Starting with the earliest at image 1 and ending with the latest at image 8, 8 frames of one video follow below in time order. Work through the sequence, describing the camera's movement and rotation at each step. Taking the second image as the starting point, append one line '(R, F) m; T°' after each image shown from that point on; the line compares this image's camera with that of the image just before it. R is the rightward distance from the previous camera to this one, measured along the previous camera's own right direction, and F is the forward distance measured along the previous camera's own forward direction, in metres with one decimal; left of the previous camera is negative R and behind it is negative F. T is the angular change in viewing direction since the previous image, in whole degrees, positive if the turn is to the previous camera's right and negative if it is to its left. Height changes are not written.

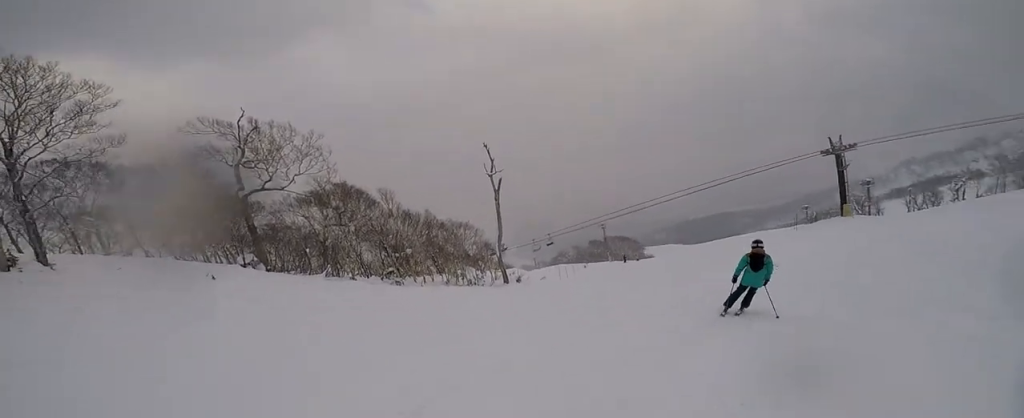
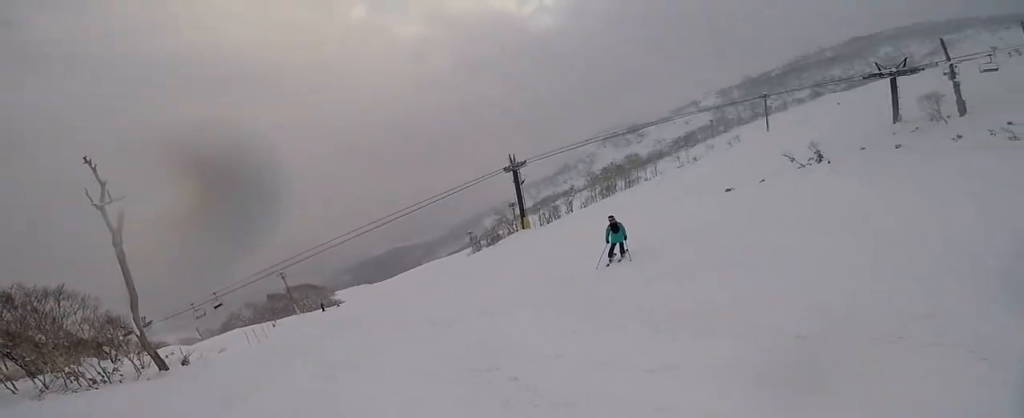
(+2.3, +6.0) m; +44°
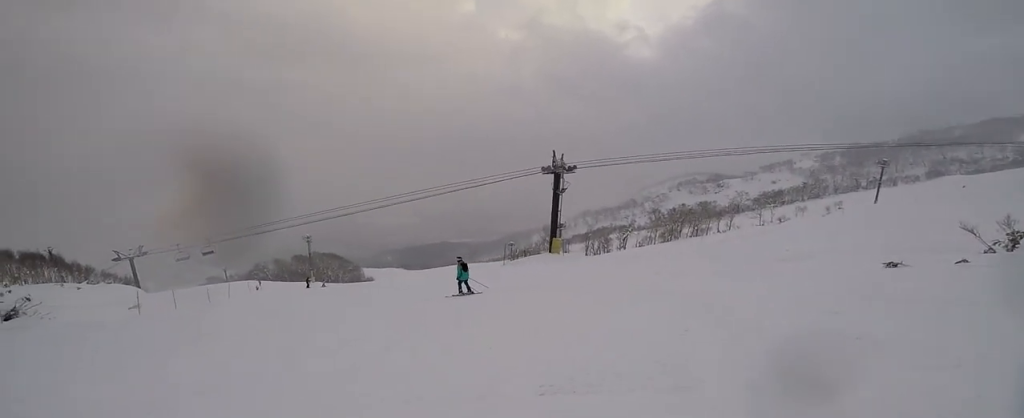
(+0.2, +12.2) m; -25°
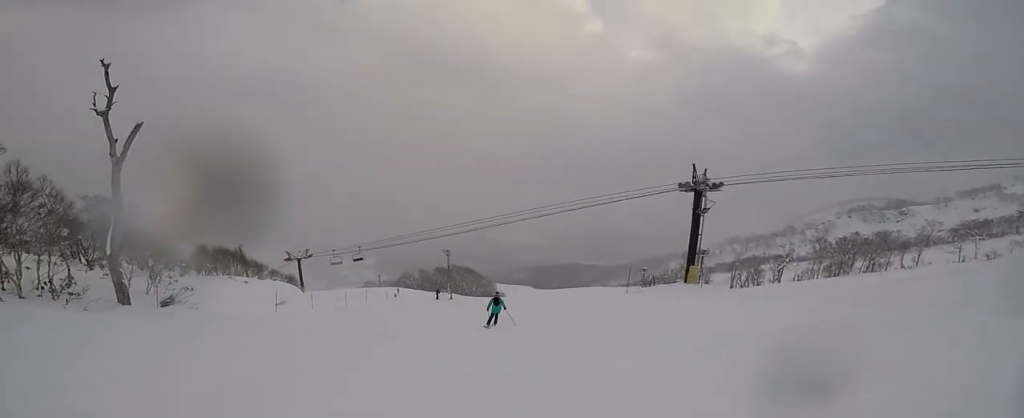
(+0.4, +3.0) m; -18°
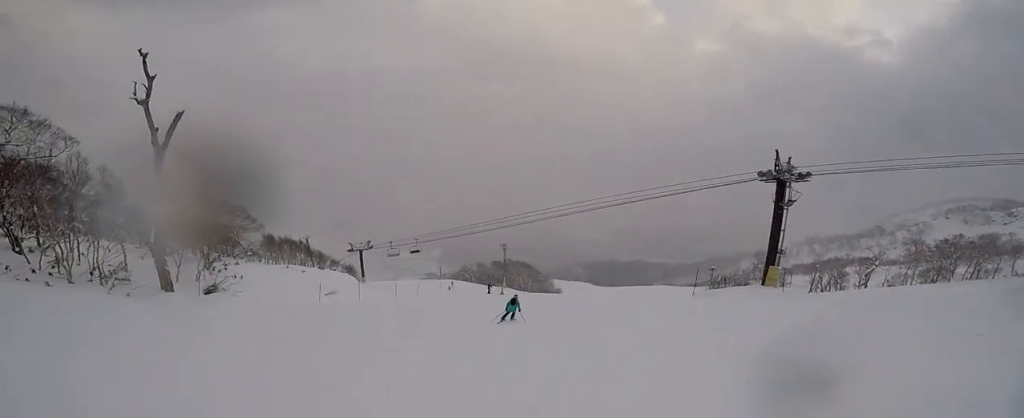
(-1.0, +2.5) m; -12°
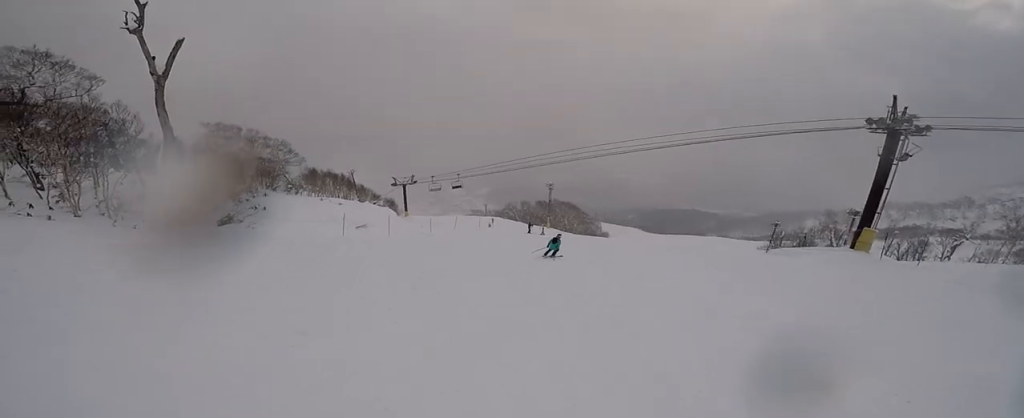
(-0.6, +3.2) m; -13°
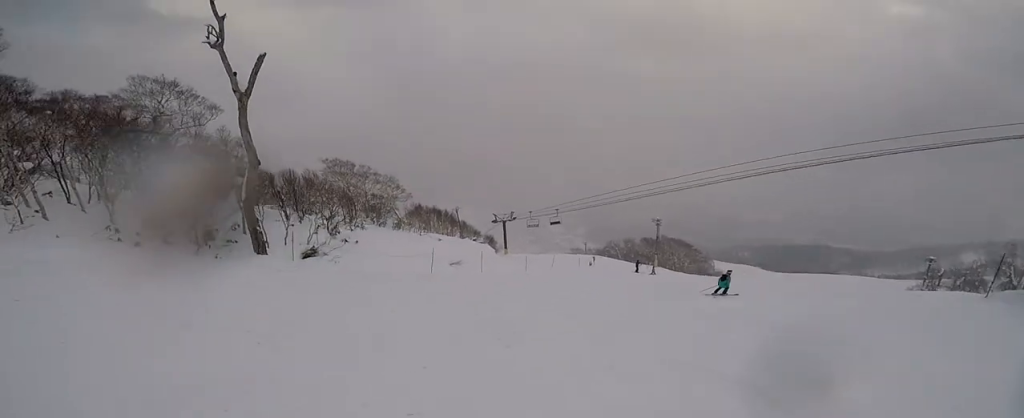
(-0.2, +4.3) m; +13°
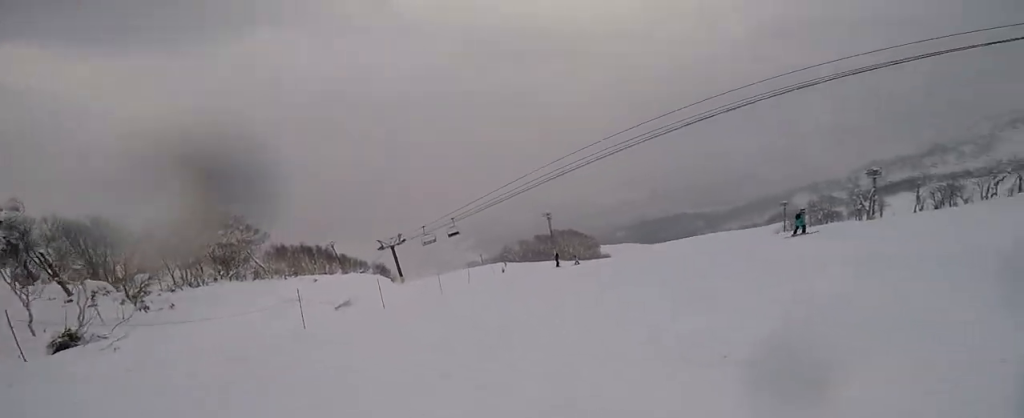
(+2.0, +6.7) m; +24°
